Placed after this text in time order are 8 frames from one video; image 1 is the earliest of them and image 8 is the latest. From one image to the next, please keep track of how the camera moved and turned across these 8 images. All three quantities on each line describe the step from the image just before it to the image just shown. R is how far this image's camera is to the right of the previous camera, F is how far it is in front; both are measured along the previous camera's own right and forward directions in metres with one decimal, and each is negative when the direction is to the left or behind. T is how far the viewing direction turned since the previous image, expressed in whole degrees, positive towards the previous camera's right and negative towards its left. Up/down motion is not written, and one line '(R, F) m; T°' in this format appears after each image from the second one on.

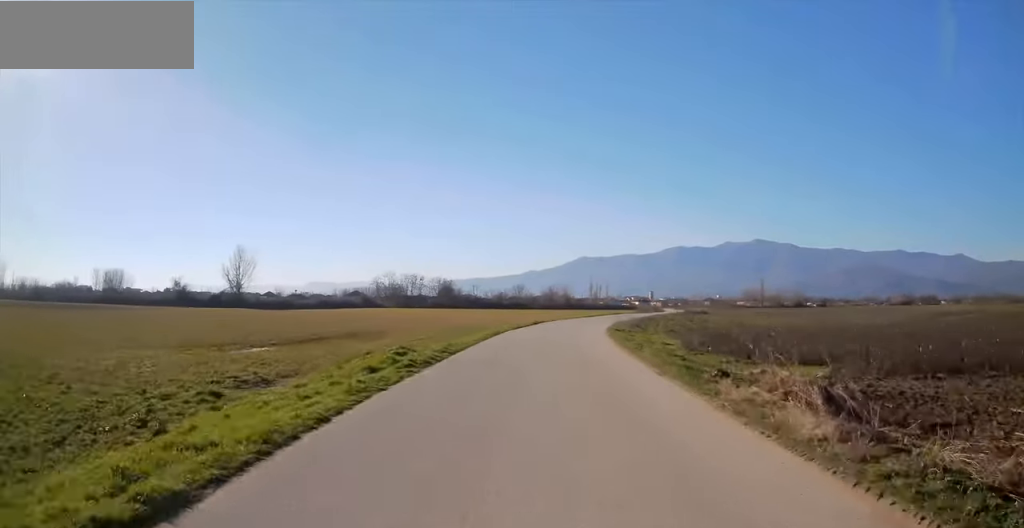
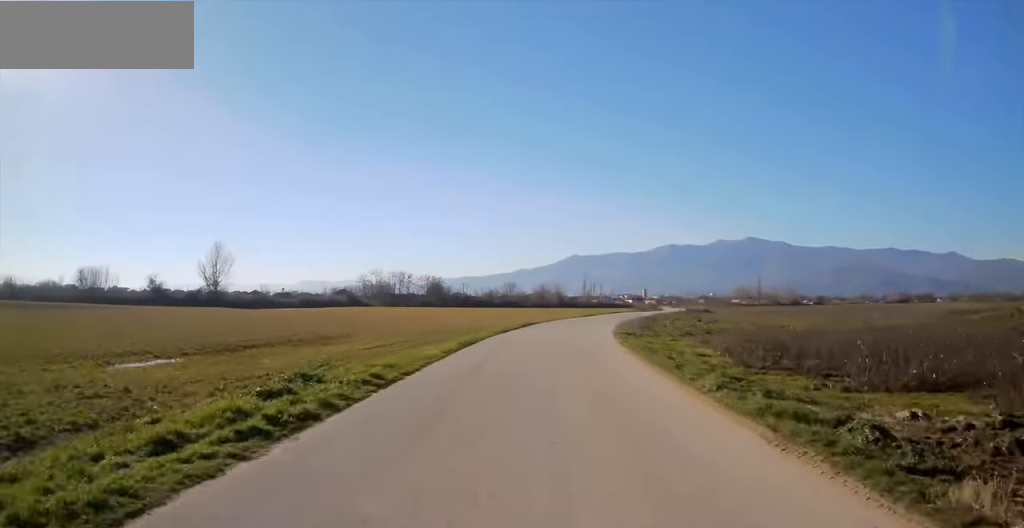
(0.0, +8.3) m; +2°
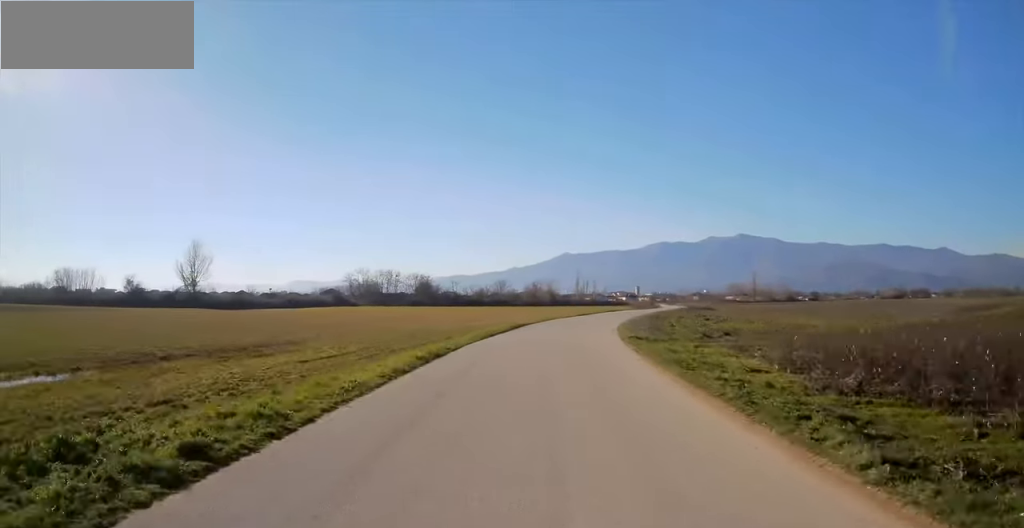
(+0.1, +6.6) m; +1°
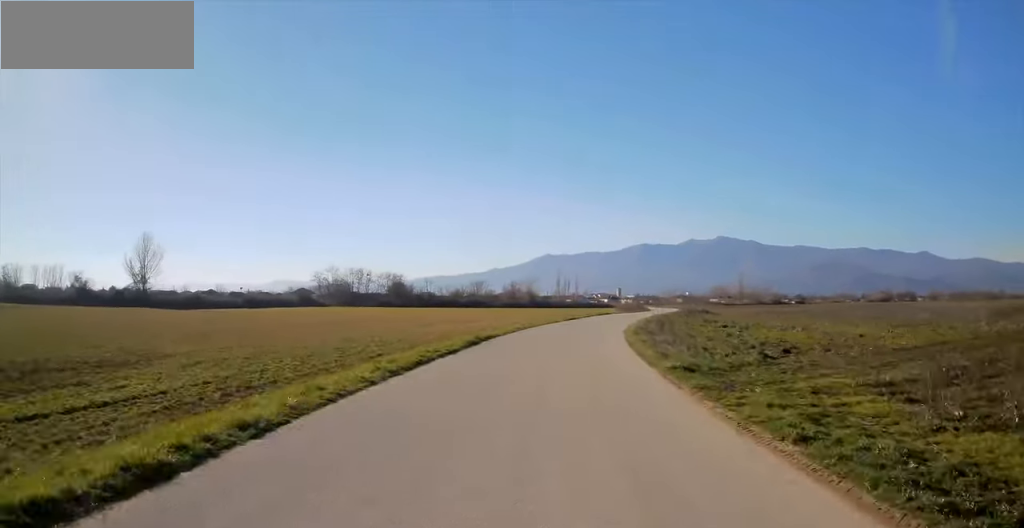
(+0.5, +12.6) m; +2°
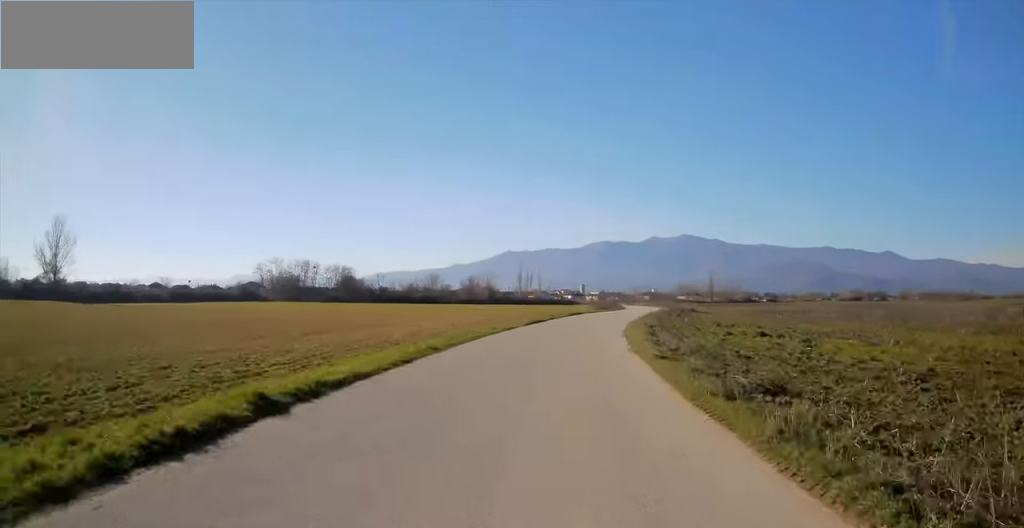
(+0.1, +17.0) m; +3°
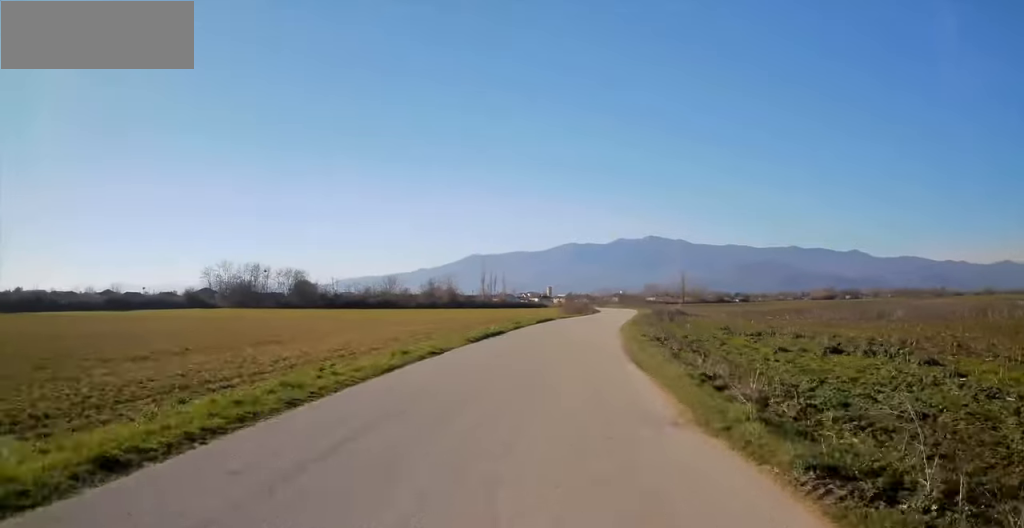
(+0.6, +12.7) m; +3°
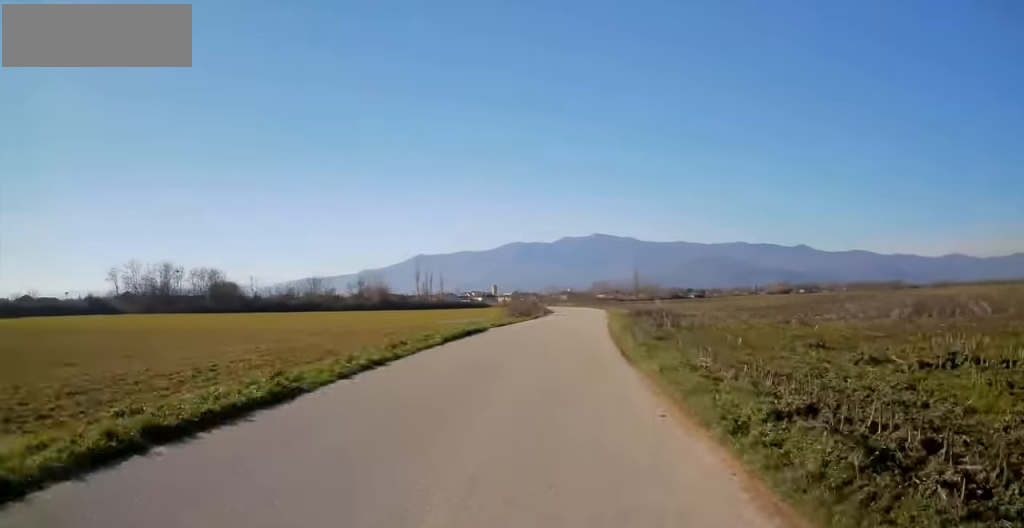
(+0.6, +21.1) m; +4°
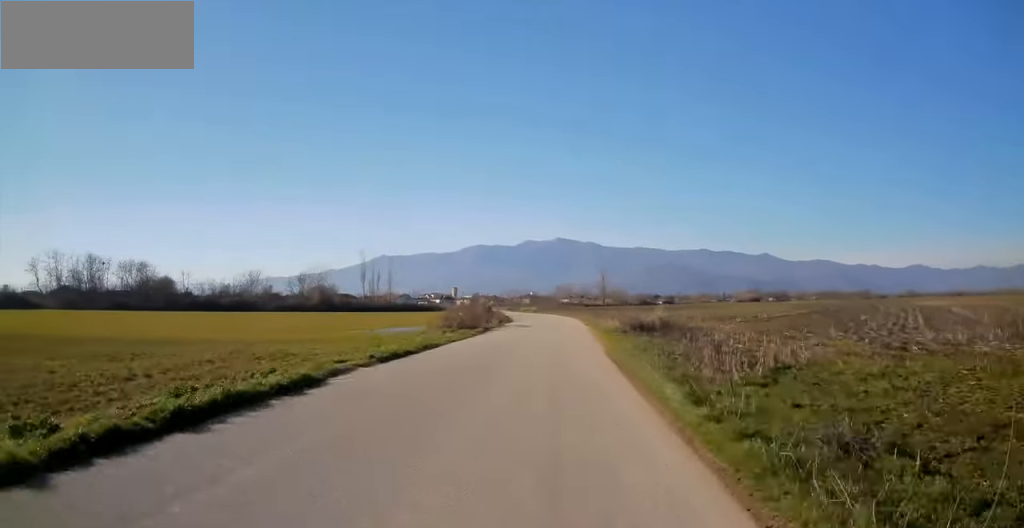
(+0.8, +16.6) m; +4°
